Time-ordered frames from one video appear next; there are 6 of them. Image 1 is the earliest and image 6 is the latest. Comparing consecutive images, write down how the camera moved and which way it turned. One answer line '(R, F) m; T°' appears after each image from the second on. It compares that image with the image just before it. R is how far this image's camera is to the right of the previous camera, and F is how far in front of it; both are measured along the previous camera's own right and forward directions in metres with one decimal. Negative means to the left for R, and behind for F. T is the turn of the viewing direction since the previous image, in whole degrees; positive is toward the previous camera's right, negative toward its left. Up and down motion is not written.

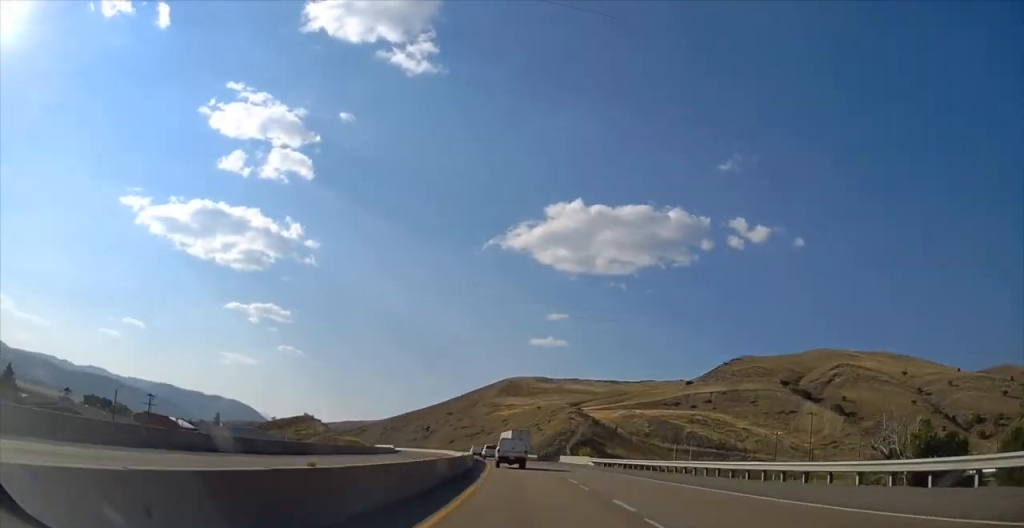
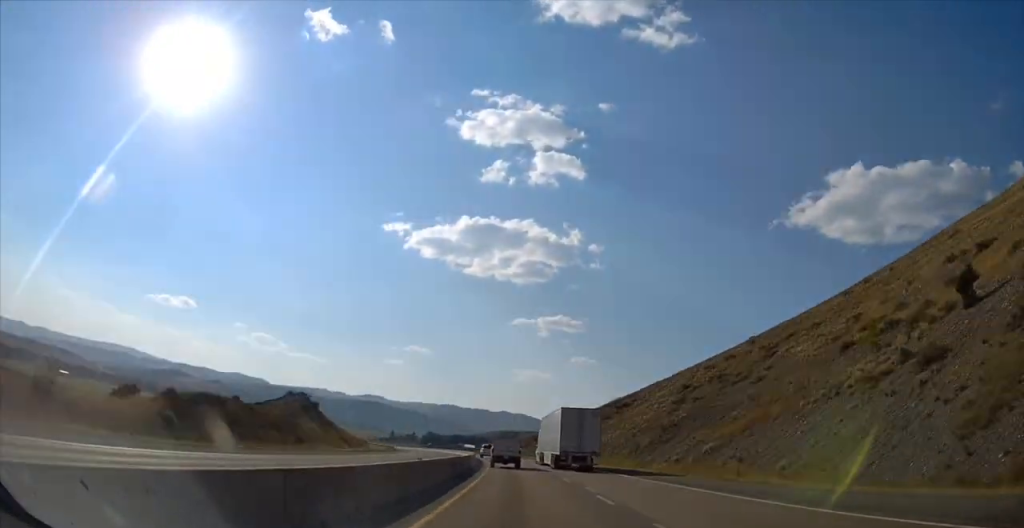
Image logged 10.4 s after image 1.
(-62.5, +320.9) m; -24°
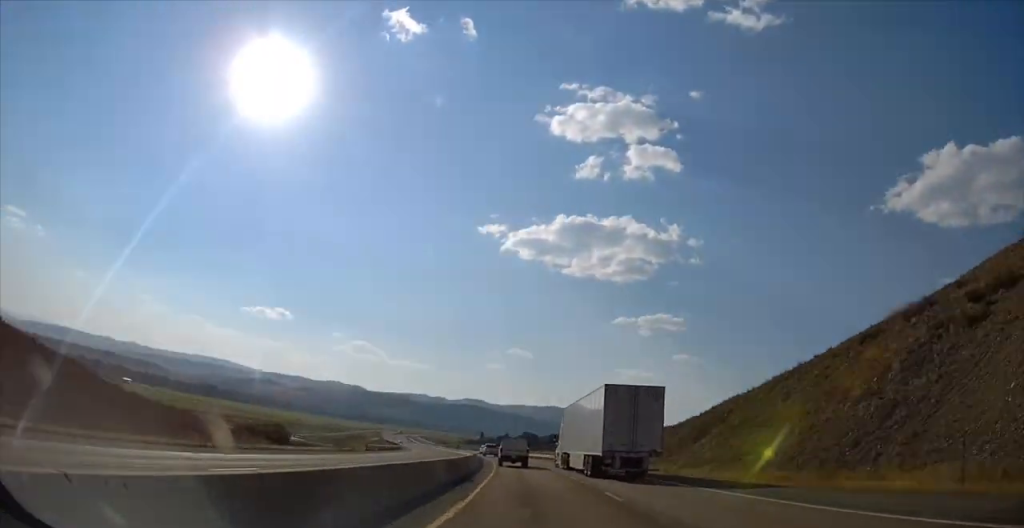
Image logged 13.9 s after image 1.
(-10.0, +112.5) m; -5°
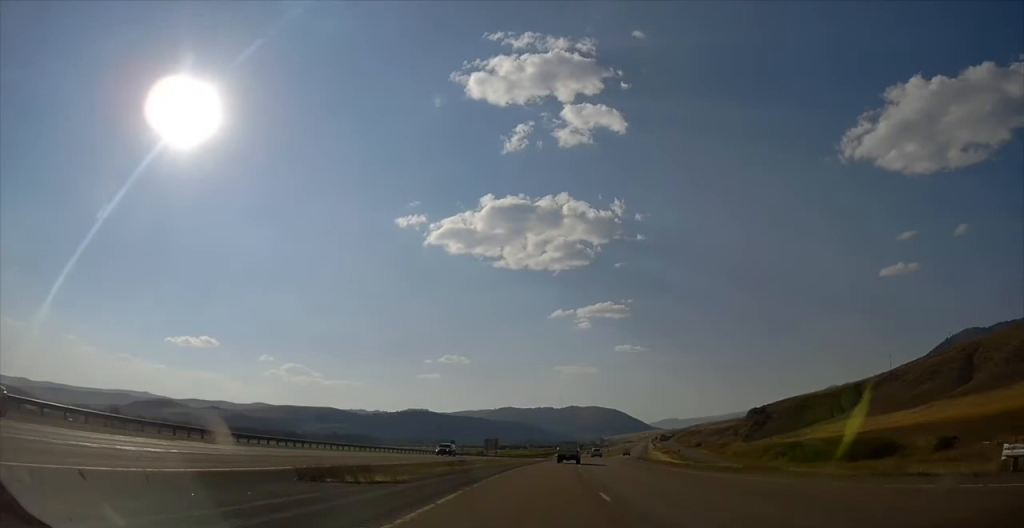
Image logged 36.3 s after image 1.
(-11.3, +754.5) m; +14°
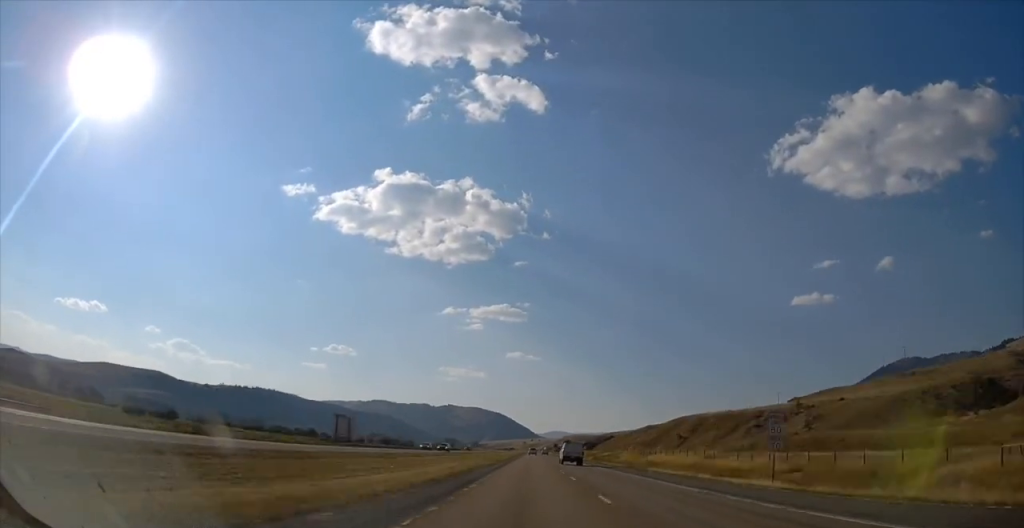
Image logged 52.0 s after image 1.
(+57.7, +558.1) m; +6°
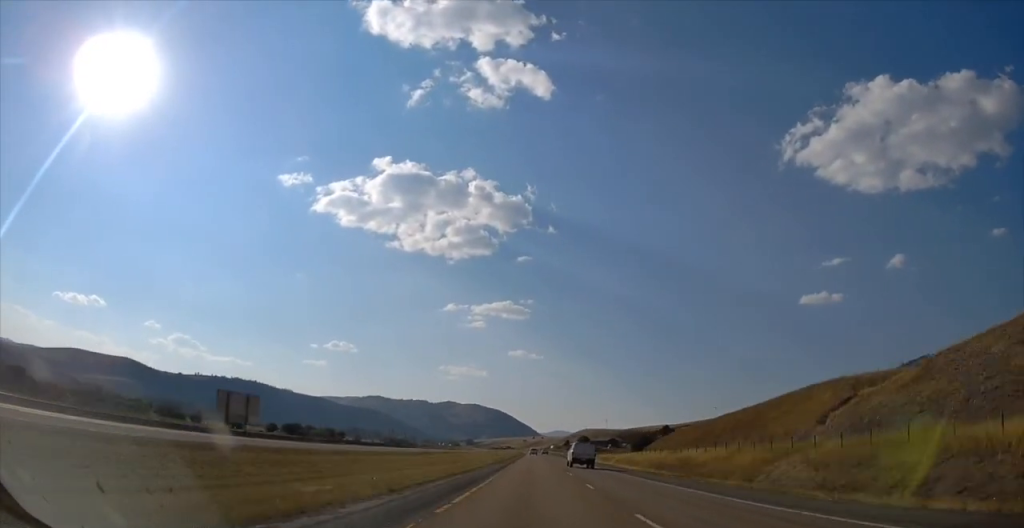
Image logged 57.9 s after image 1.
(+0.2, +214.5) m; -2°
